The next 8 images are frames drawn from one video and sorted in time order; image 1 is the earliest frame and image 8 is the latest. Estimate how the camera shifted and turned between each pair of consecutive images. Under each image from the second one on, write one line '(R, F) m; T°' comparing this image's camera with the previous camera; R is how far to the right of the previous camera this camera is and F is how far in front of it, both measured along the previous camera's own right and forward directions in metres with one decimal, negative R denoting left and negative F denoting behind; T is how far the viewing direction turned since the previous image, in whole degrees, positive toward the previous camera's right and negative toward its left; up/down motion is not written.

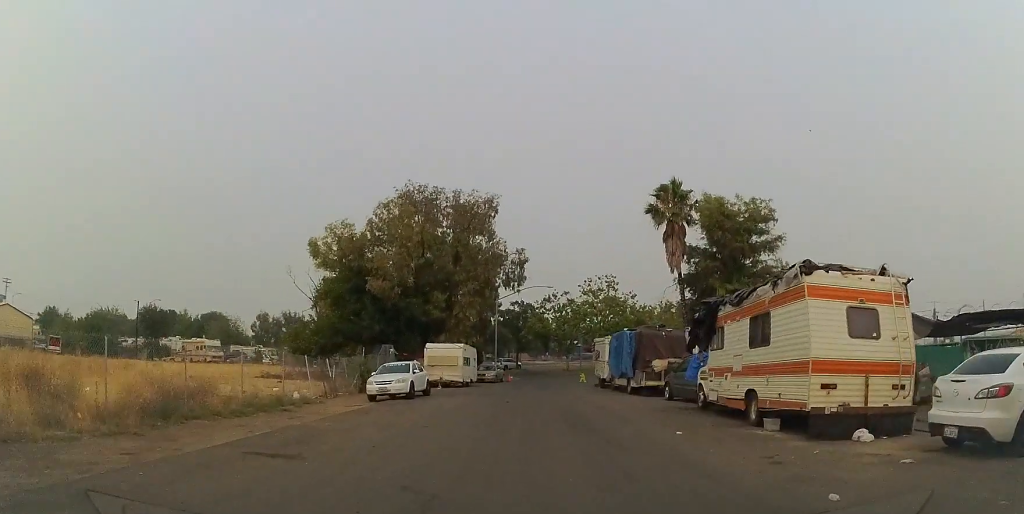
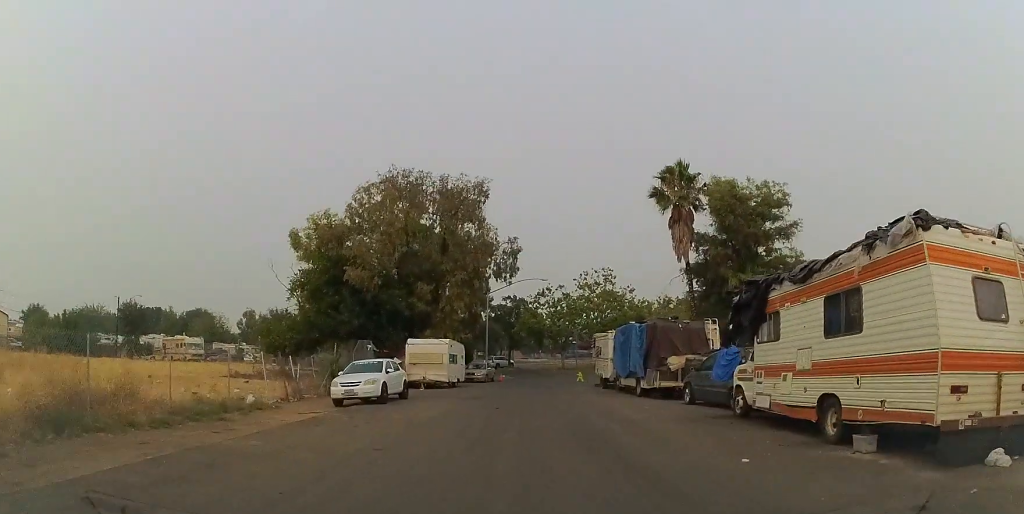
(+0.2, +3.5) m; +4°
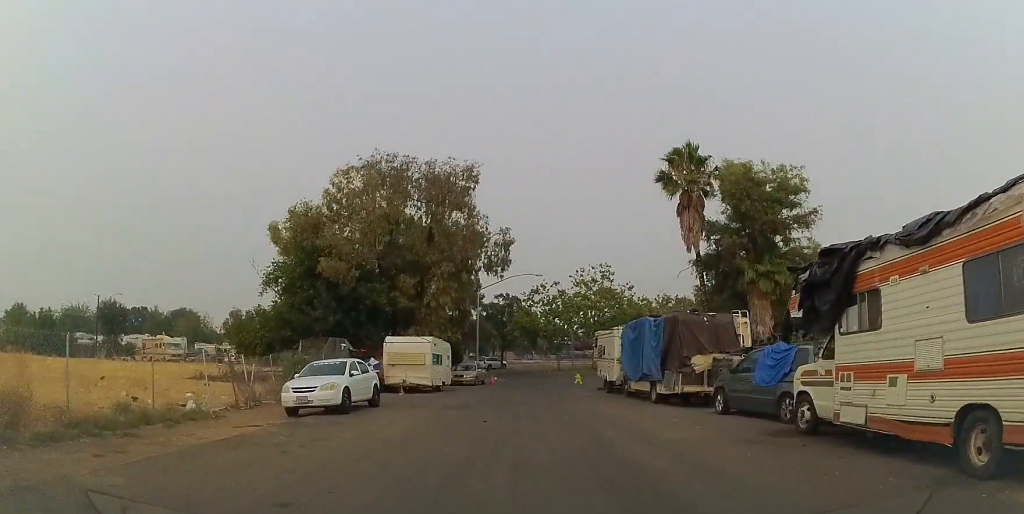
(0.0, +3.6) m; 0°
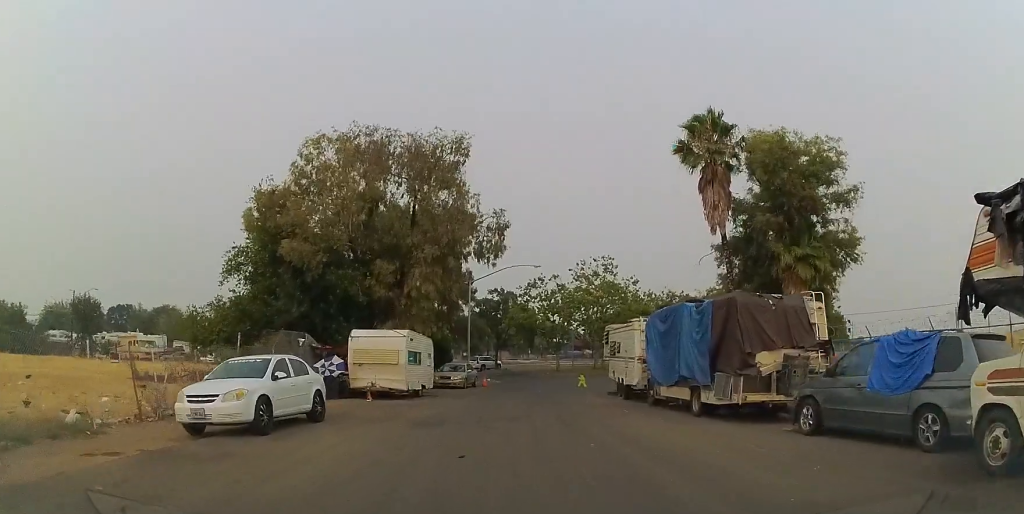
(0.0, +5.1) m; 0°
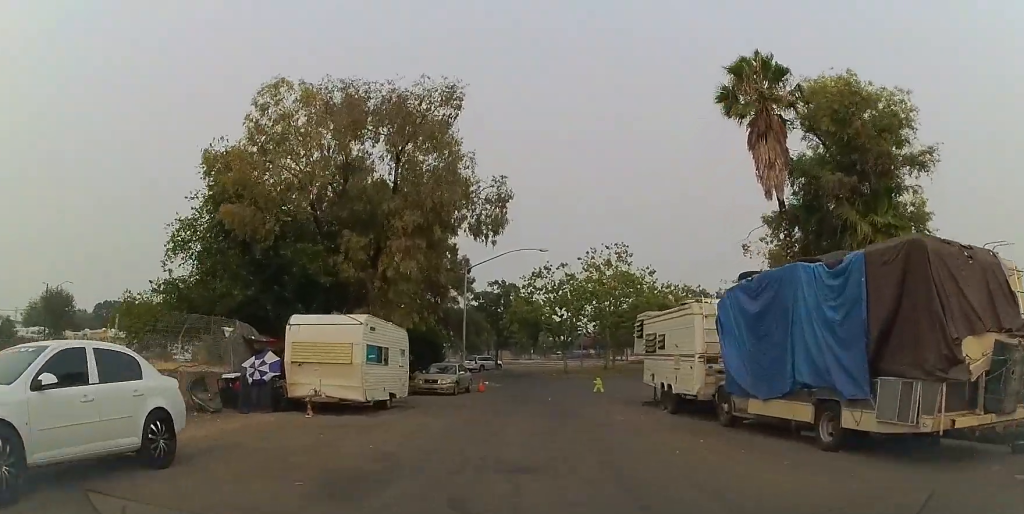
(0.0, +6.5) m; 0°
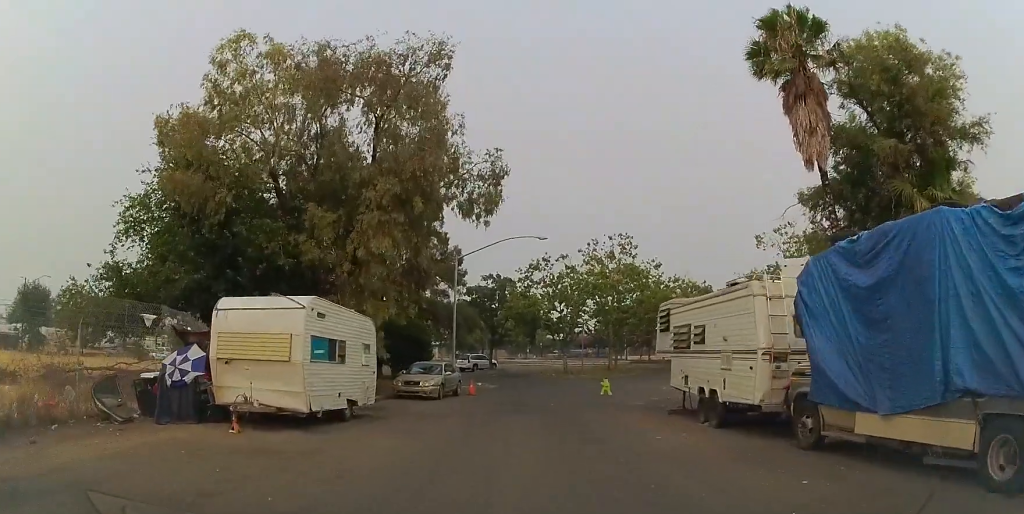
(0.0, +3.8) m; 0°
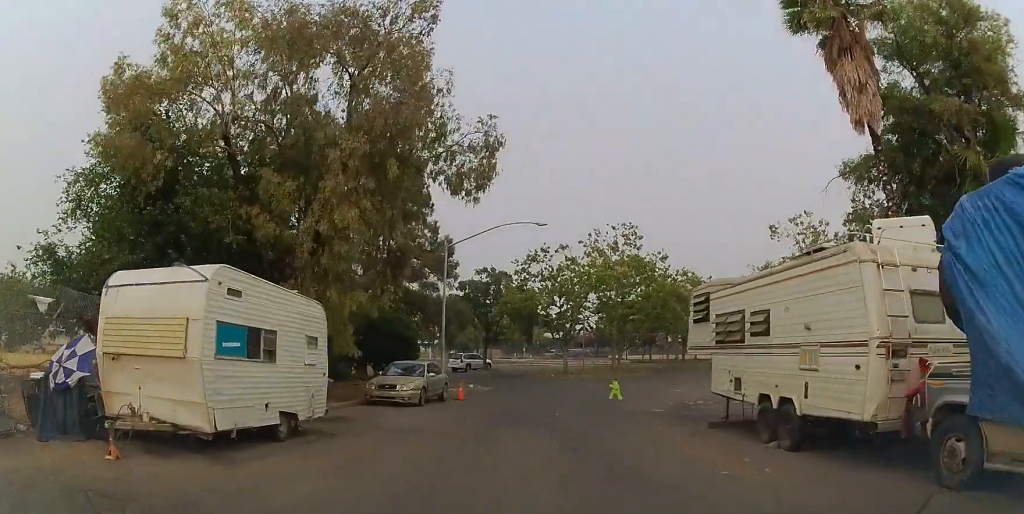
(0.0, +3.6) m; +2°
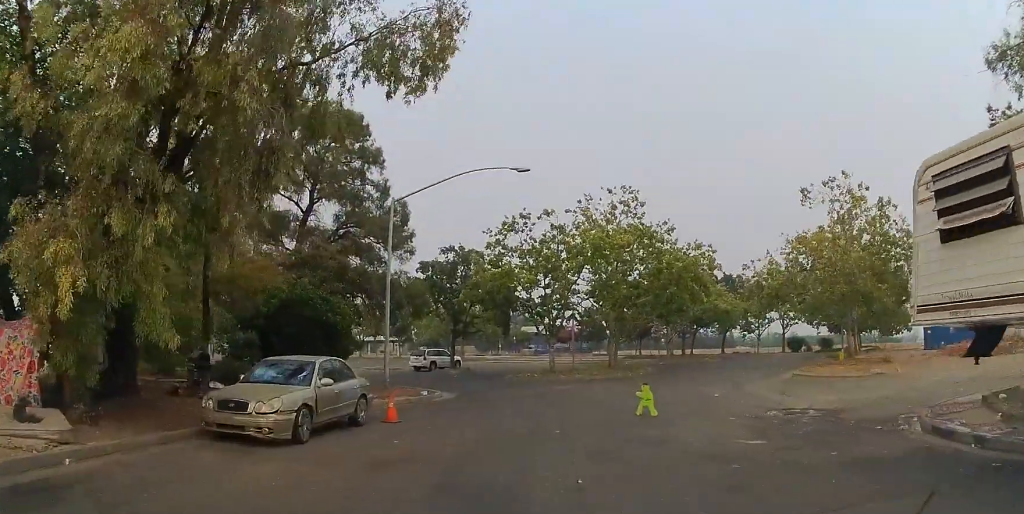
(+0.8, +9.7) m; +3°
